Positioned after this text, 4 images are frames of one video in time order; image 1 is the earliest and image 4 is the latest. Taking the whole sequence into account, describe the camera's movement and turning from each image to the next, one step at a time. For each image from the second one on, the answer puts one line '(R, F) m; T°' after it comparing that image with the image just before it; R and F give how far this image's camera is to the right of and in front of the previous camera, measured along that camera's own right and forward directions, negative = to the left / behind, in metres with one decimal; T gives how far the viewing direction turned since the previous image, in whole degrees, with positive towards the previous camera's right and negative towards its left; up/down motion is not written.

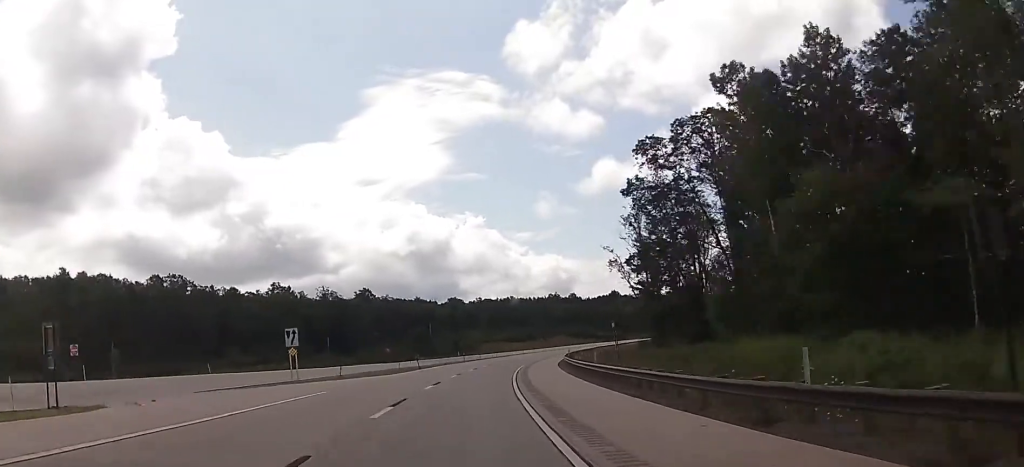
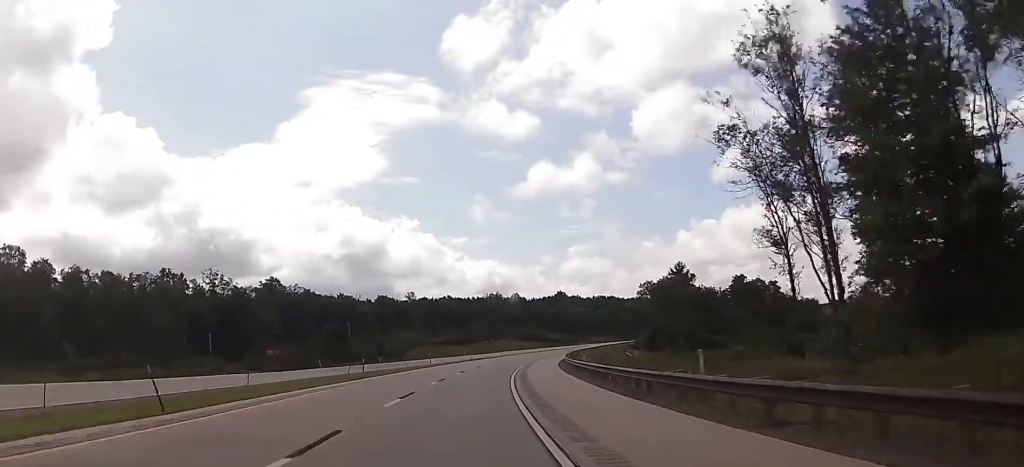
(+2.9, +44.7) m; +6°
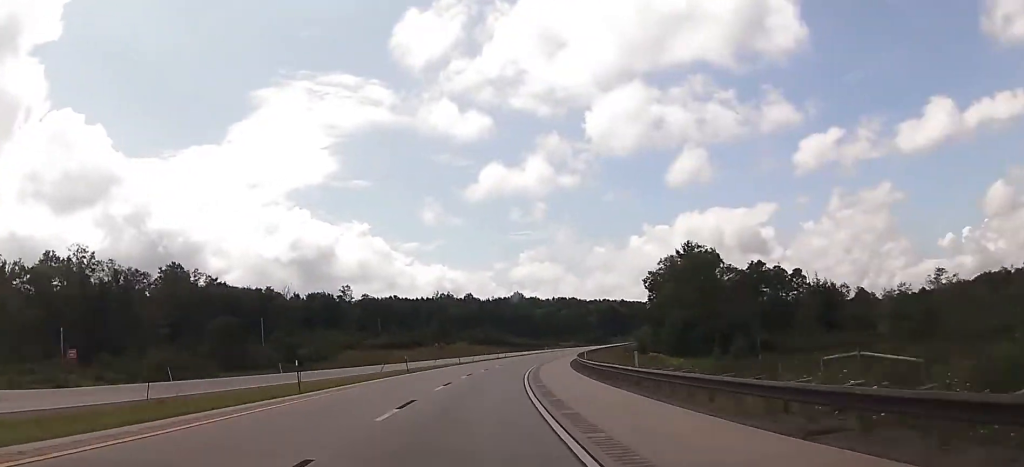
(+1.1, +38.2) m; +4°
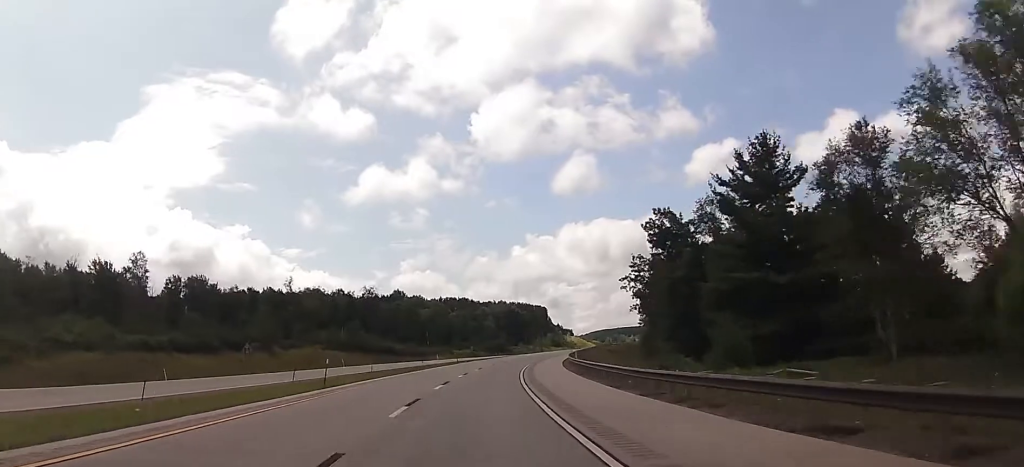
(+5.8, +71.0) m; +9°
